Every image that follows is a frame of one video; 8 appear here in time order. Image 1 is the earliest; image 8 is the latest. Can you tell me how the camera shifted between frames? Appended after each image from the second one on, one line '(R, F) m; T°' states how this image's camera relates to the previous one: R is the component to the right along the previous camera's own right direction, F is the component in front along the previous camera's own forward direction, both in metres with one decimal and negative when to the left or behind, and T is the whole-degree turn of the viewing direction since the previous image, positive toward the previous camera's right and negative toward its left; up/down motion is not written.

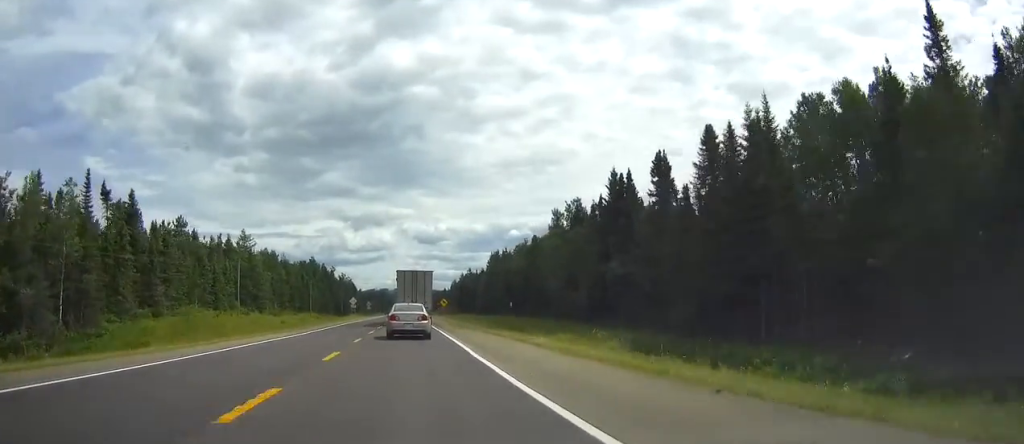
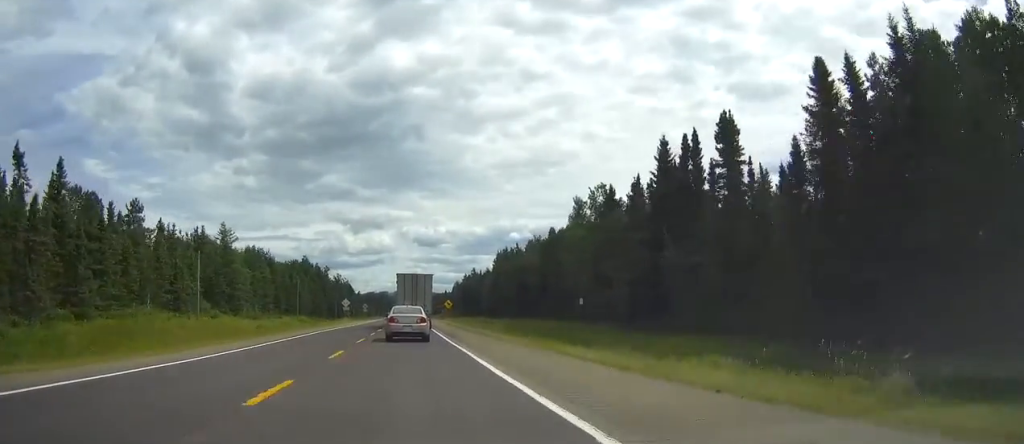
(0.0, +16.3) m; 0°
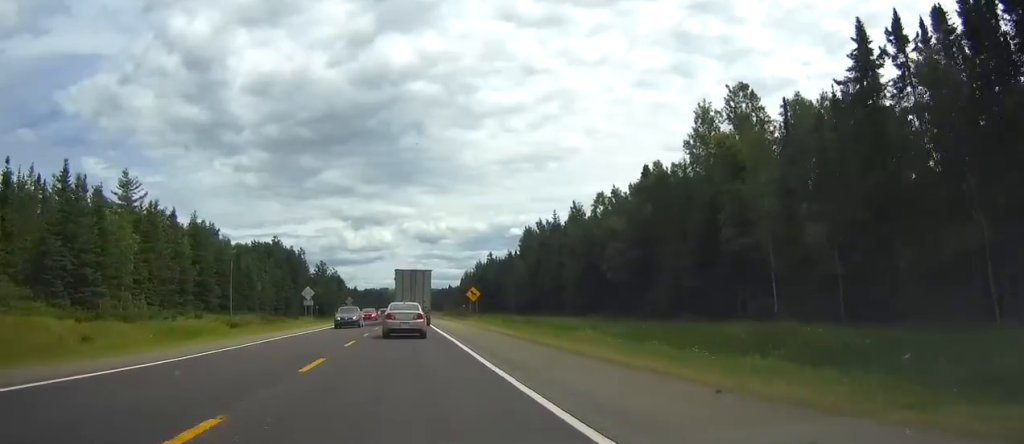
(0.0, +48.4) m; 0°
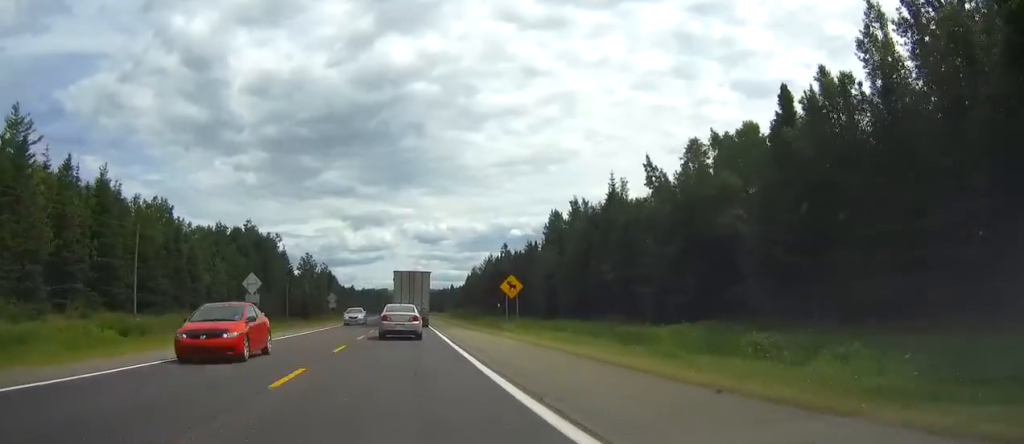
(0.0, +29.3) m; 0°
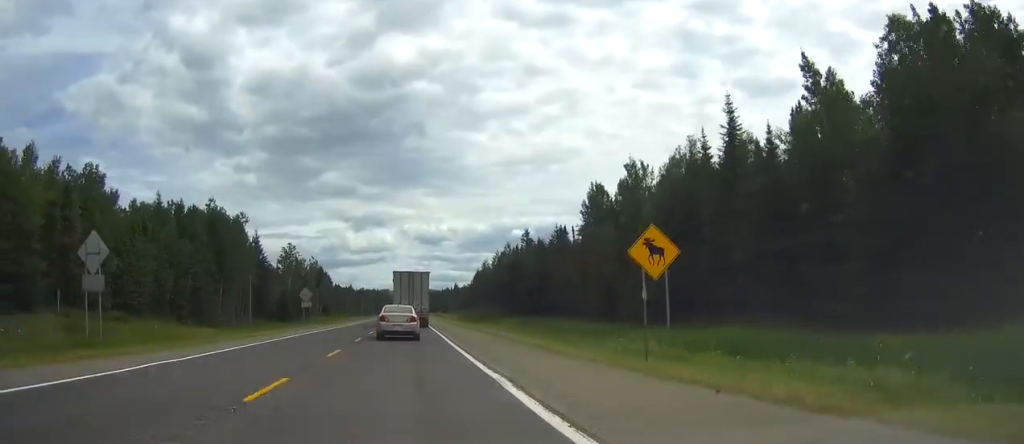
(+0.1, +28.4) m; 0°
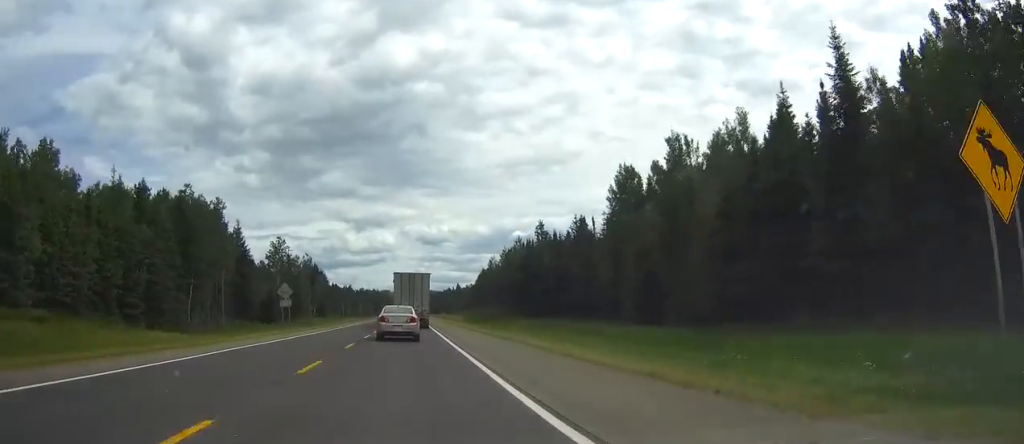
(0.0, +13.8) m; 0°
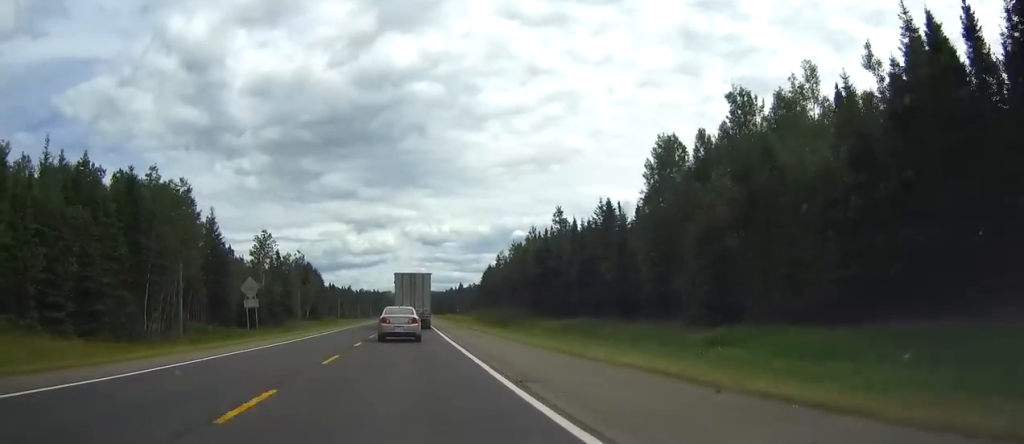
(0.0, +14.7) m; 0°
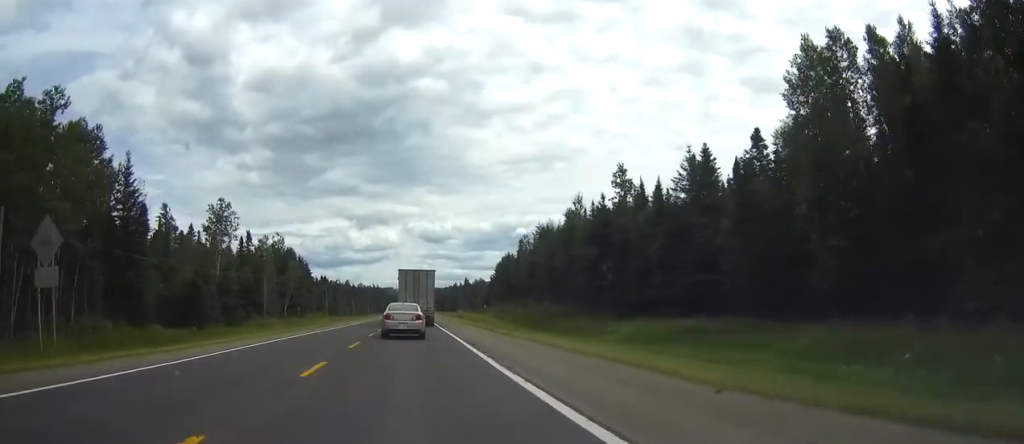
(-0.1, +30.4) m; 0°
